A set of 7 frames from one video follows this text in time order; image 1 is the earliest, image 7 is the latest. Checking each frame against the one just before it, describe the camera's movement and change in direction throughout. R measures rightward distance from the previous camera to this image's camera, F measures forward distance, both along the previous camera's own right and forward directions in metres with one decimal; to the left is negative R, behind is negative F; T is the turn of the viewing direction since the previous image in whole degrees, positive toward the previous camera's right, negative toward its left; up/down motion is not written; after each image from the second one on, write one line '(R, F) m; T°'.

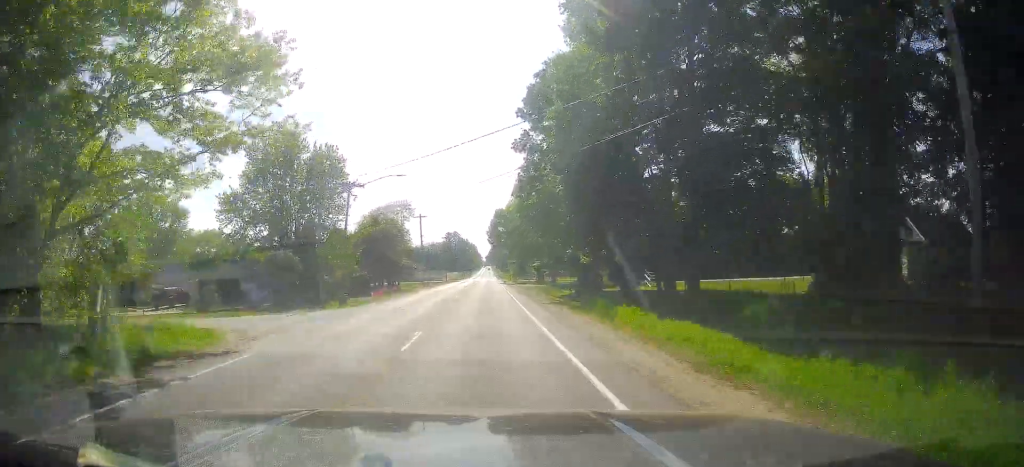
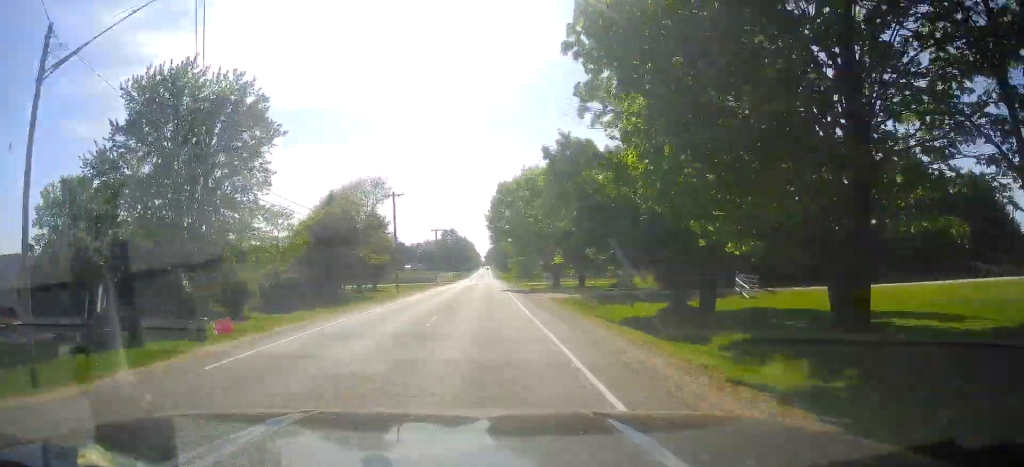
(0.0, +25.4) m; 0°
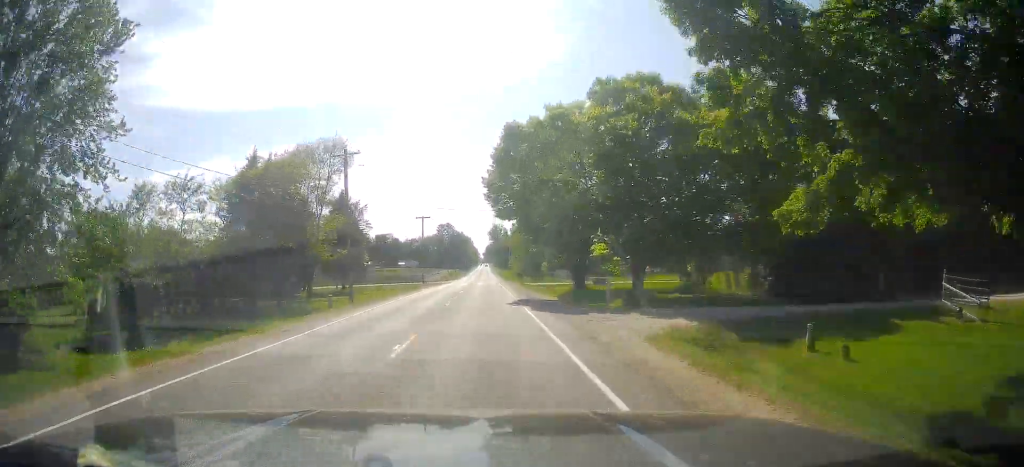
(0.0, +22.0) m; 0°
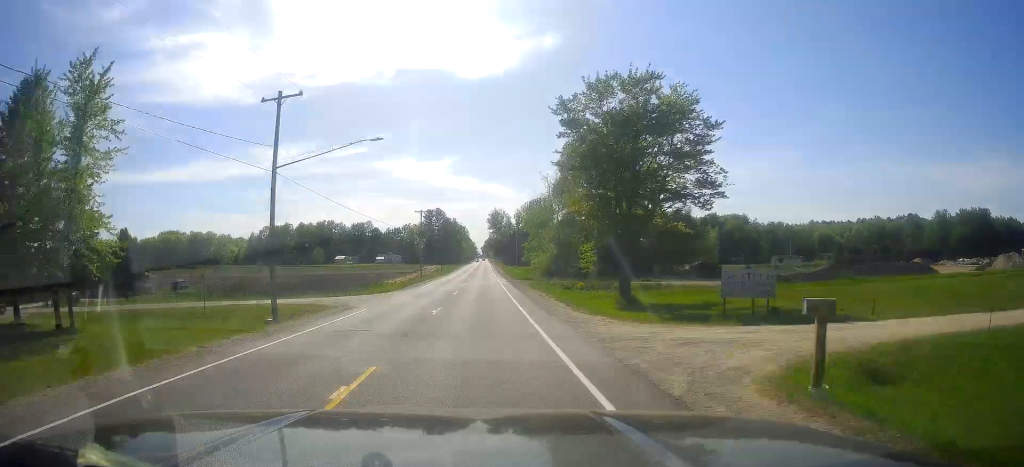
(+1.4, +65.5) m; +2°
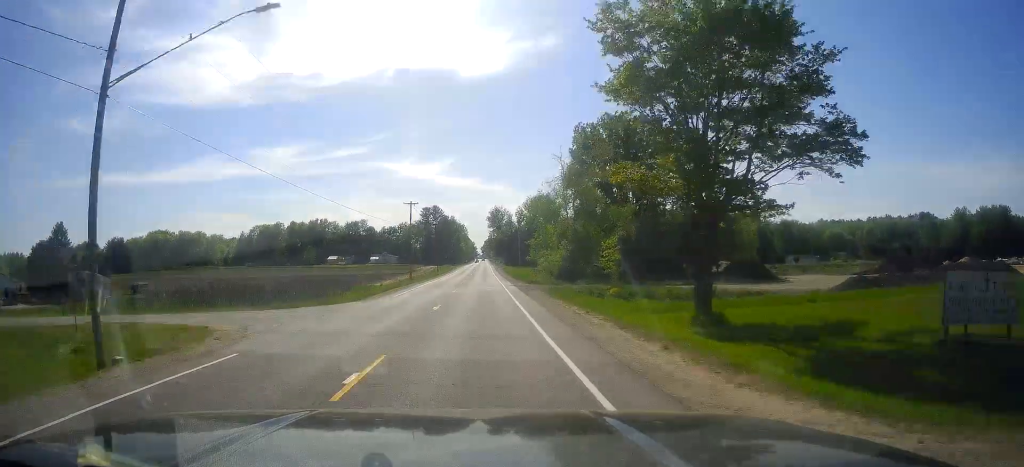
(0.0, +14.2) m; 0°
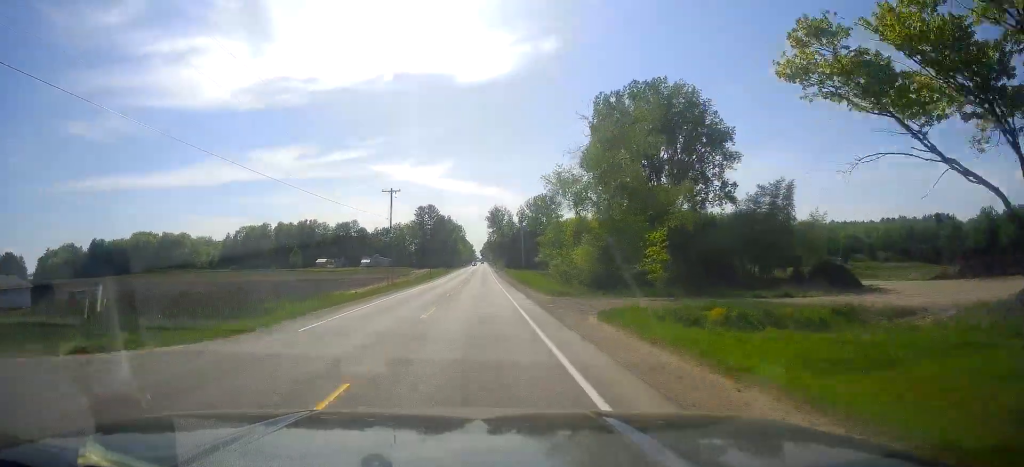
(0.0, +18.1) m; 0°
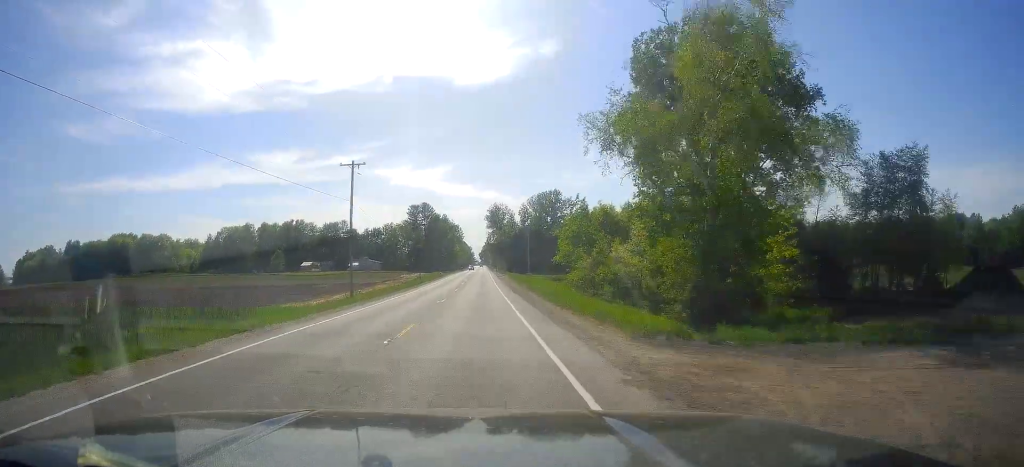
(0.0, +21.2) m; -1°
